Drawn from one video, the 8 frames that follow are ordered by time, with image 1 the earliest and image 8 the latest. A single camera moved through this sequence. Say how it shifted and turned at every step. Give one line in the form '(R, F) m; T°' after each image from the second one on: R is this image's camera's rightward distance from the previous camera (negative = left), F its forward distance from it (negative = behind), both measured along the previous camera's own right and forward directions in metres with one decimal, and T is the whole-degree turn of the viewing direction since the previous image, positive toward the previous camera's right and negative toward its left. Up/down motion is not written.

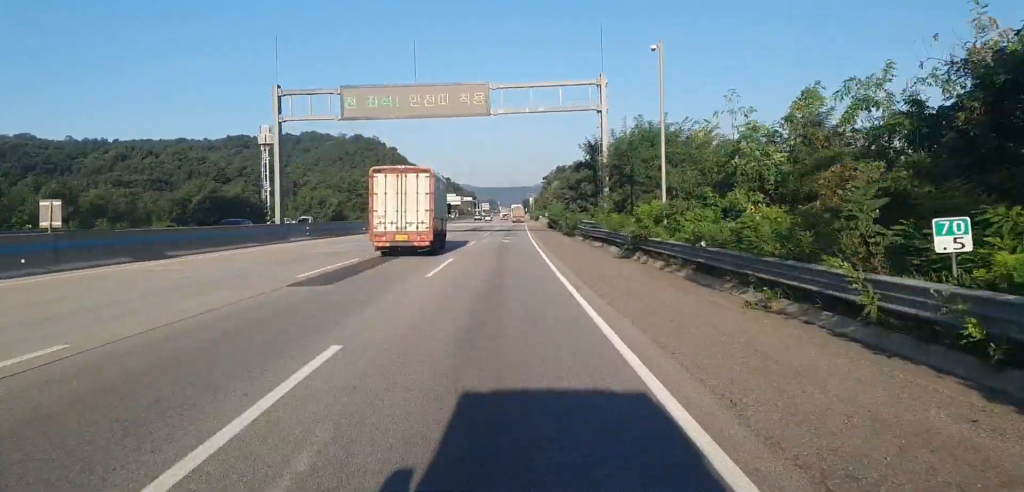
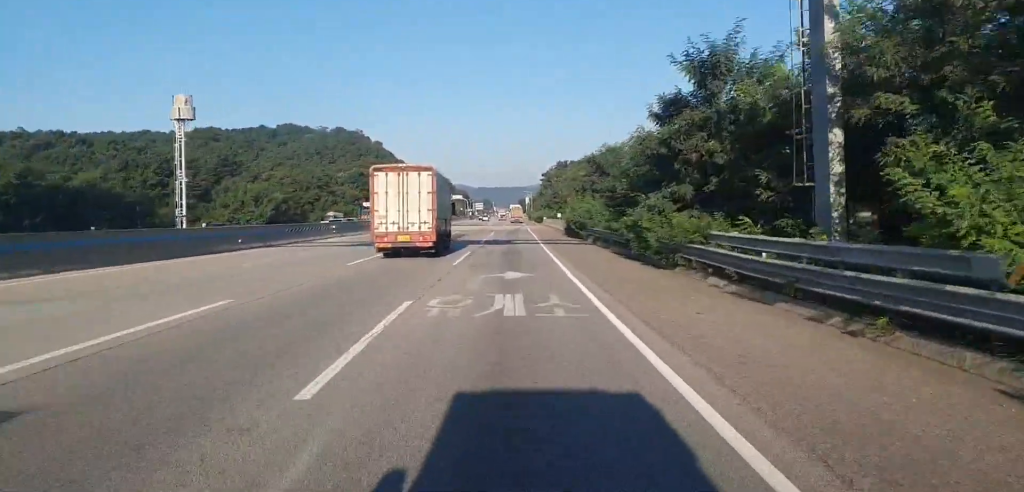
(+0.2, +34.4) m; 0°
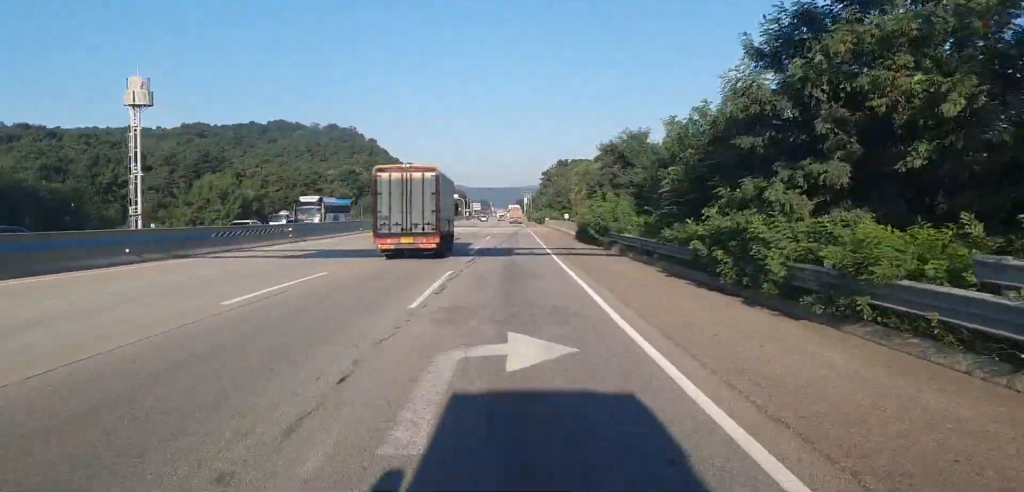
(-0.3, +11.4) m; 0°
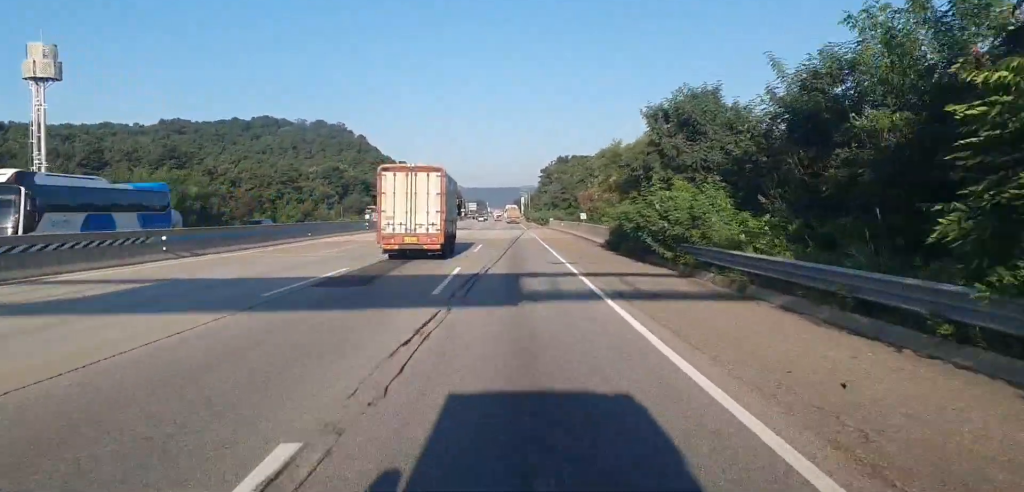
(-0.1, +18.1) m; 0°
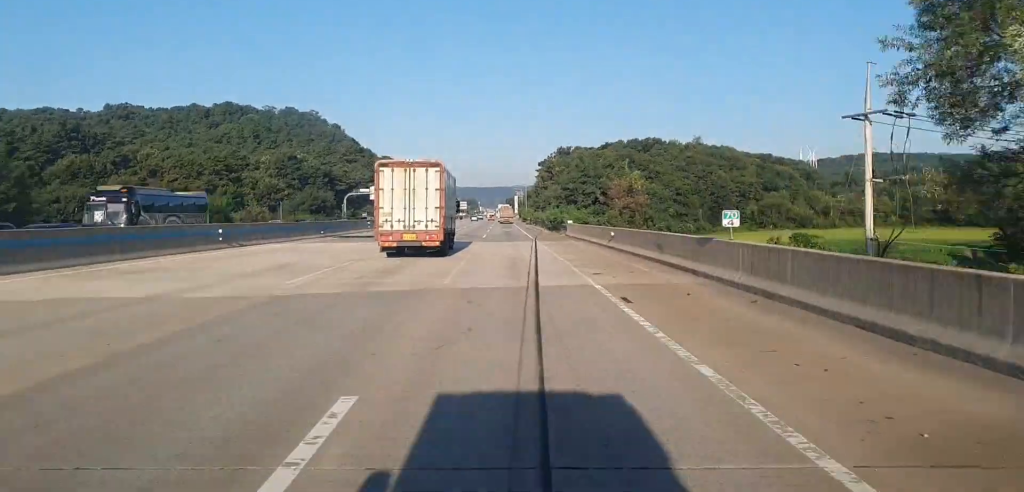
(+0.6, +37.8) m; +1°
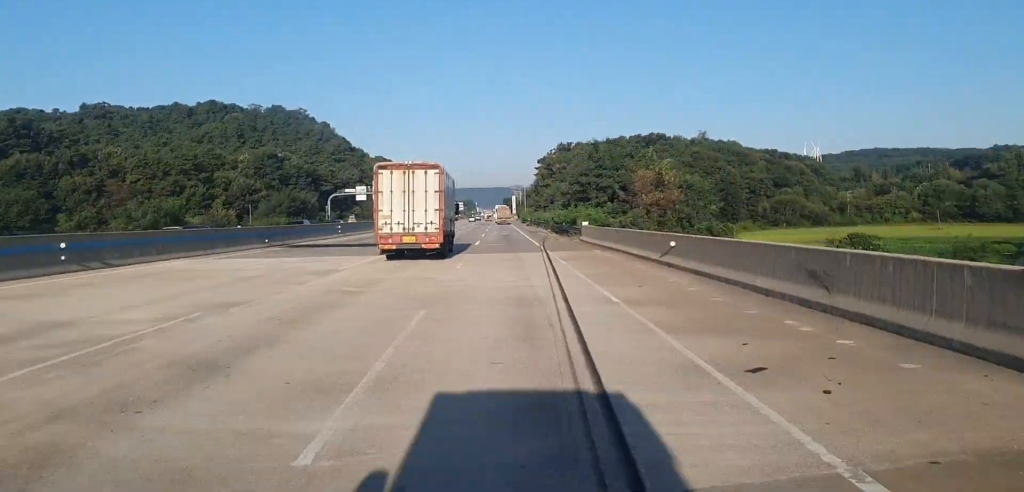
(0.0, +13.6) m; 0°
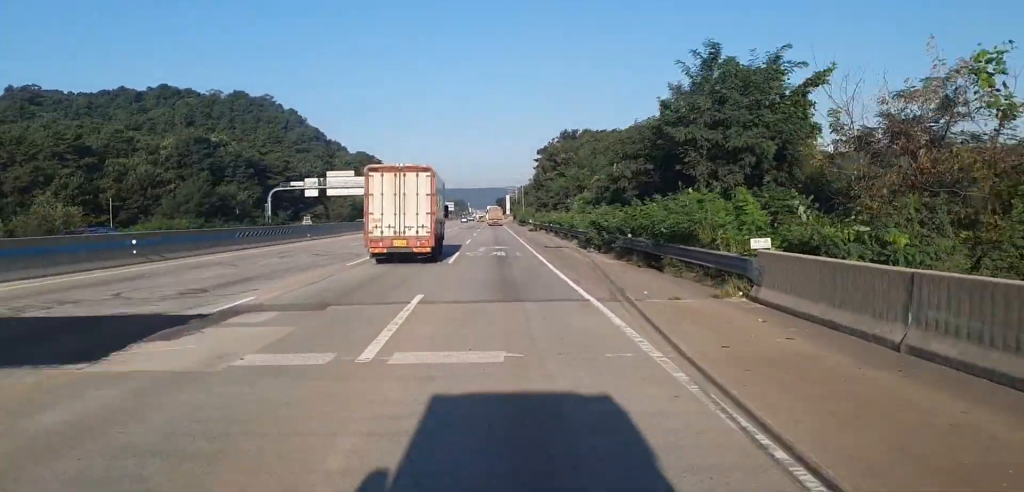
(+0.3, +37.3) m; +1°
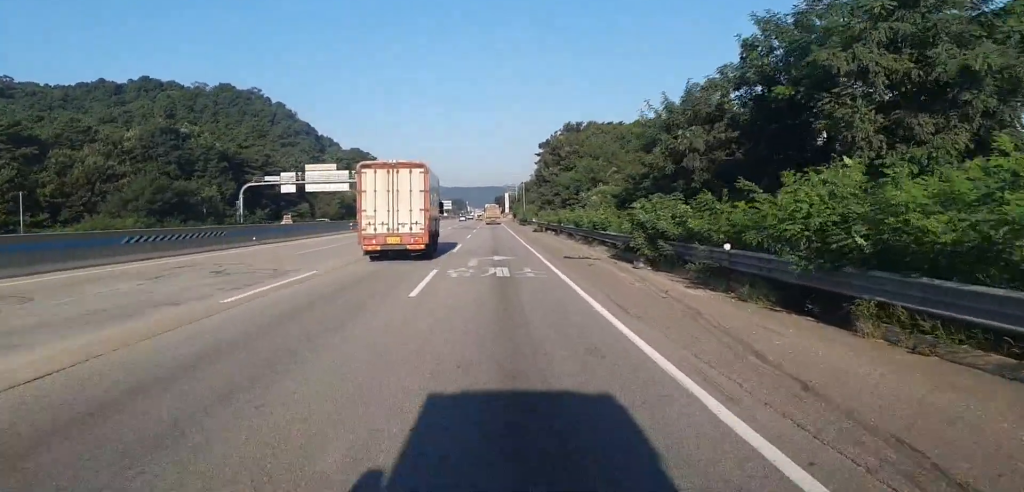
(+0.3, +12.2) m; 0°
